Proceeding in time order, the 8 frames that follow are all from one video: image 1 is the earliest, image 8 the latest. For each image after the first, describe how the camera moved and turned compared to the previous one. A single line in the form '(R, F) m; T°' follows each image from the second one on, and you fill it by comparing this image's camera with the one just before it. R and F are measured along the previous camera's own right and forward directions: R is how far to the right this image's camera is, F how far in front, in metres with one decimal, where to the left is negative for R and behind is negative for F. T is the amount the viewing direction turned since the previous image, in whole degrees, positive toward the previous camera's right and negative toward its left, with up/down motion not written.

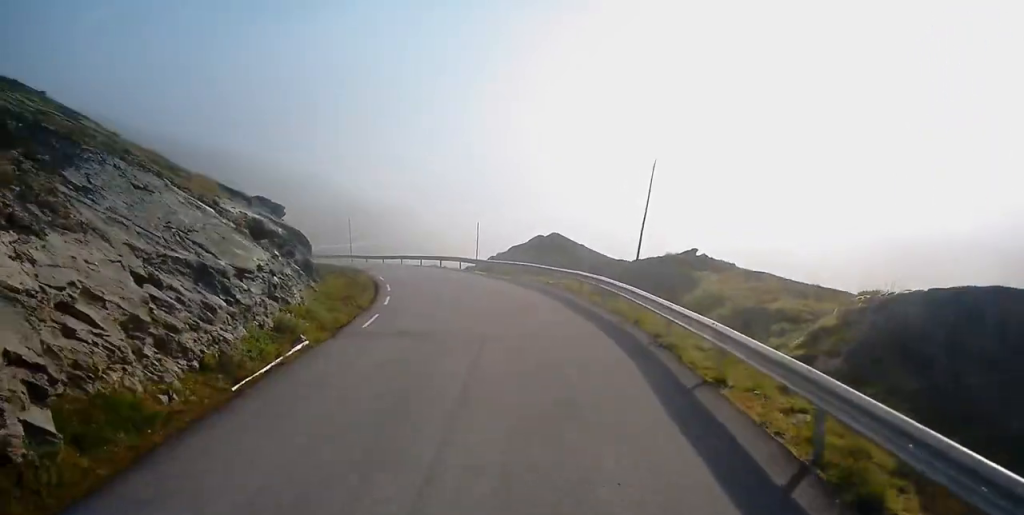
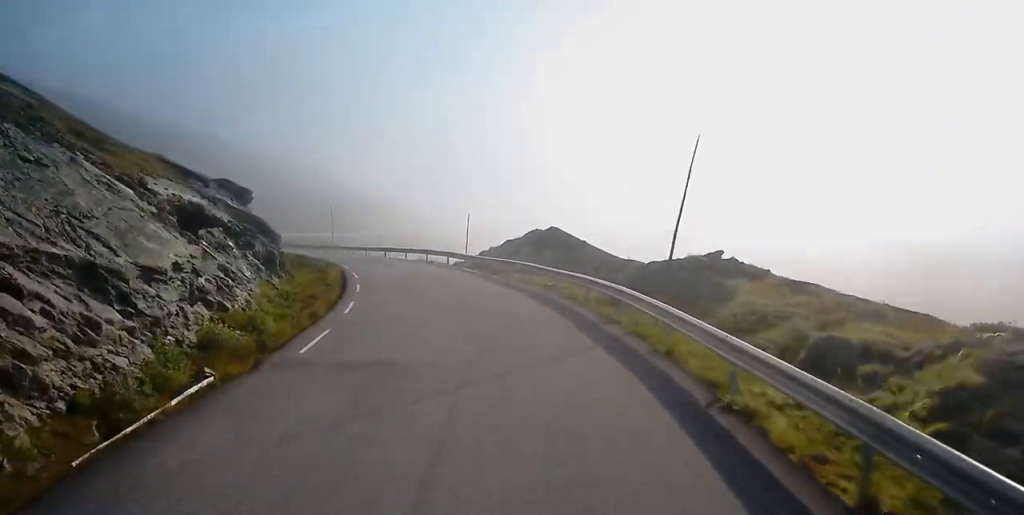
(0.0, +5.1) m; 0°
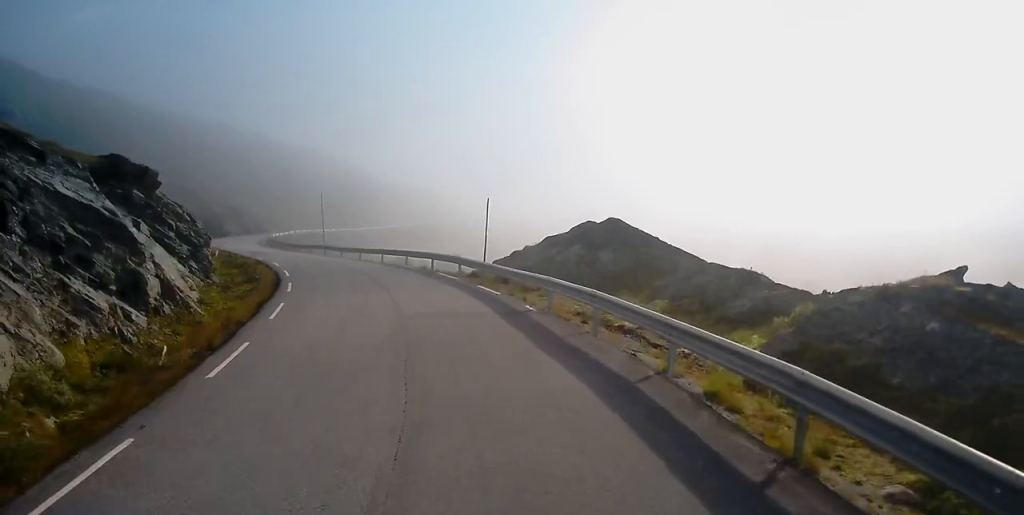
(0.0, +14.9) m; -3°
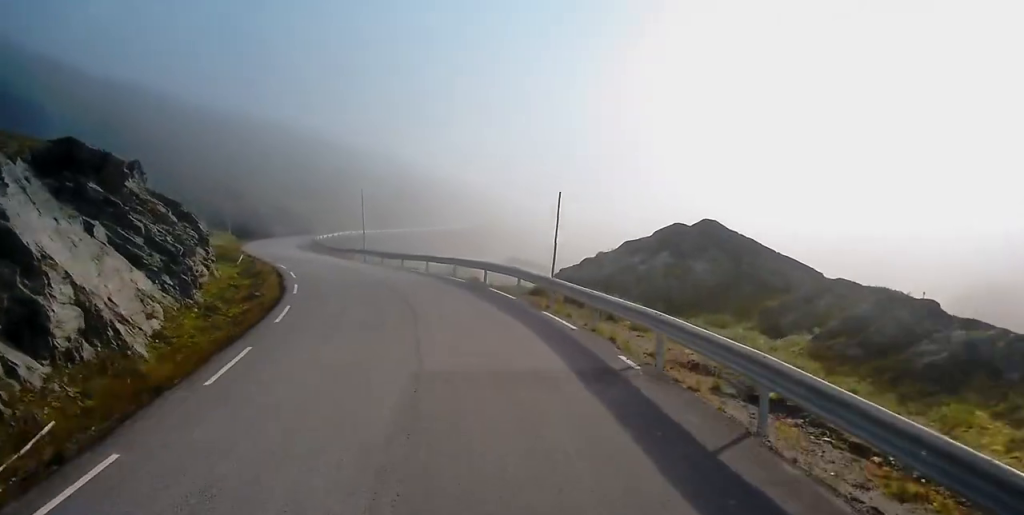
(-0.3, +6.9) m; -4°
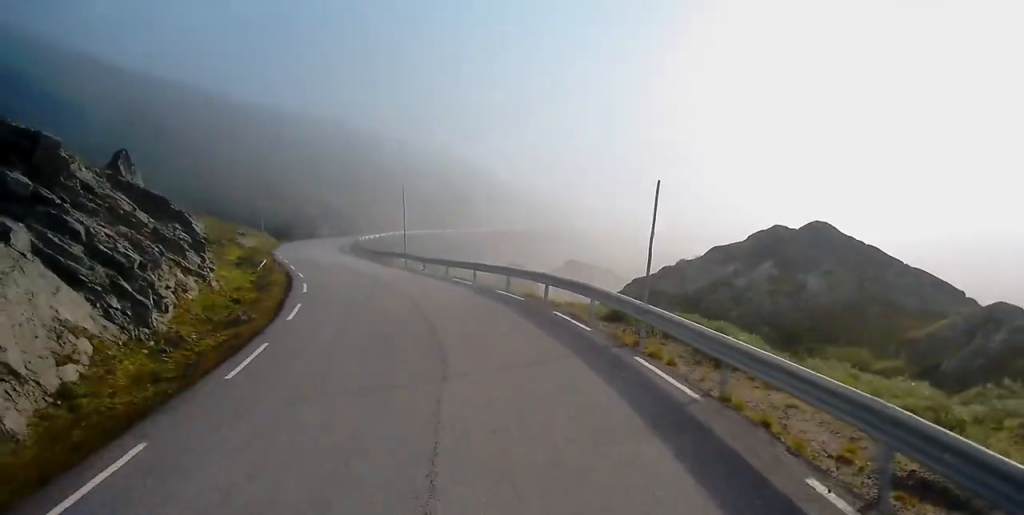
(-0.2, +6.0) m; -4°
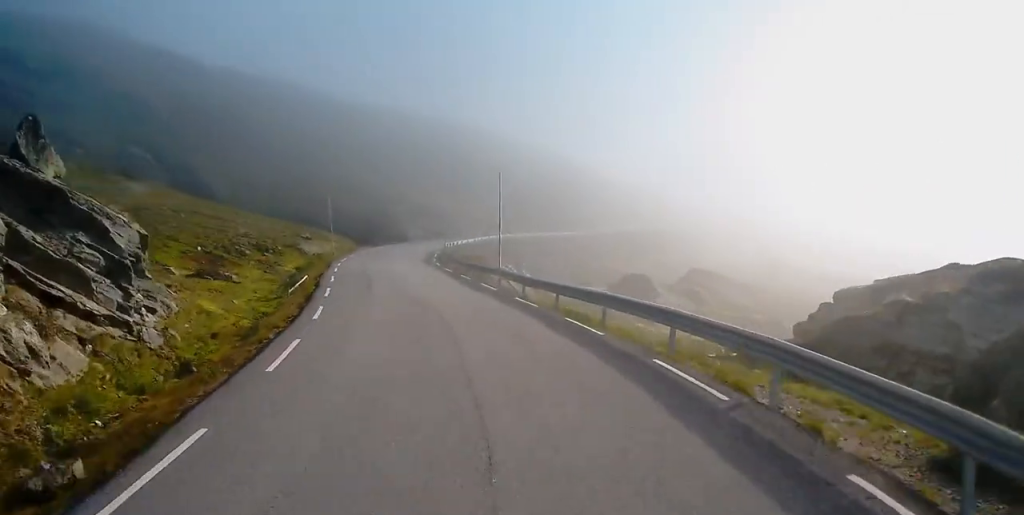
(-0.9, +11.7) m; -7°
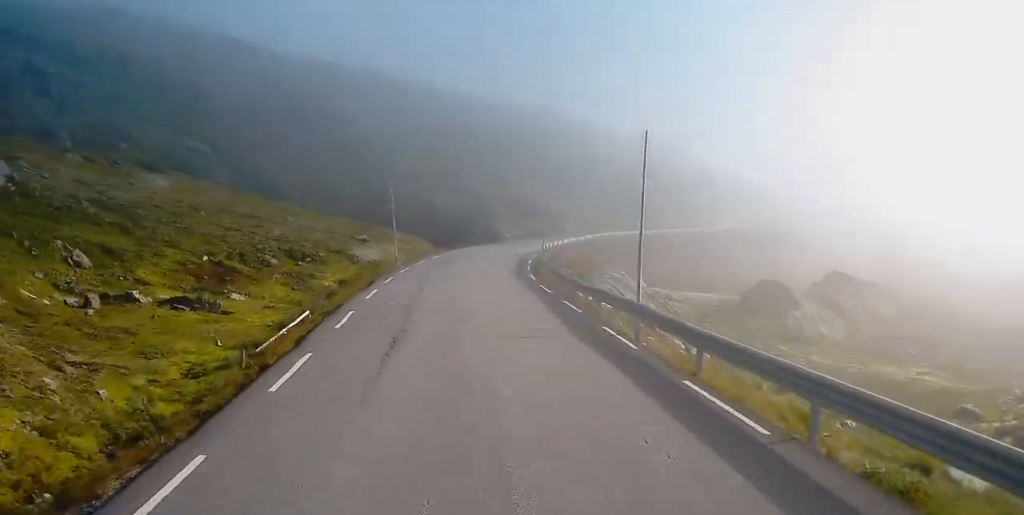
(-0.6, +12.9) m; -5°
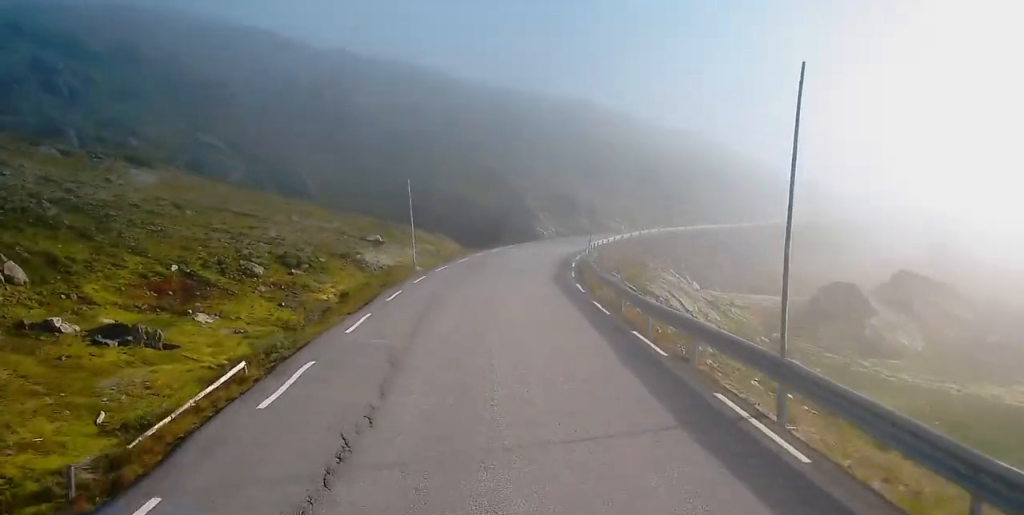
(-0.3, +7.0) m; -2°
